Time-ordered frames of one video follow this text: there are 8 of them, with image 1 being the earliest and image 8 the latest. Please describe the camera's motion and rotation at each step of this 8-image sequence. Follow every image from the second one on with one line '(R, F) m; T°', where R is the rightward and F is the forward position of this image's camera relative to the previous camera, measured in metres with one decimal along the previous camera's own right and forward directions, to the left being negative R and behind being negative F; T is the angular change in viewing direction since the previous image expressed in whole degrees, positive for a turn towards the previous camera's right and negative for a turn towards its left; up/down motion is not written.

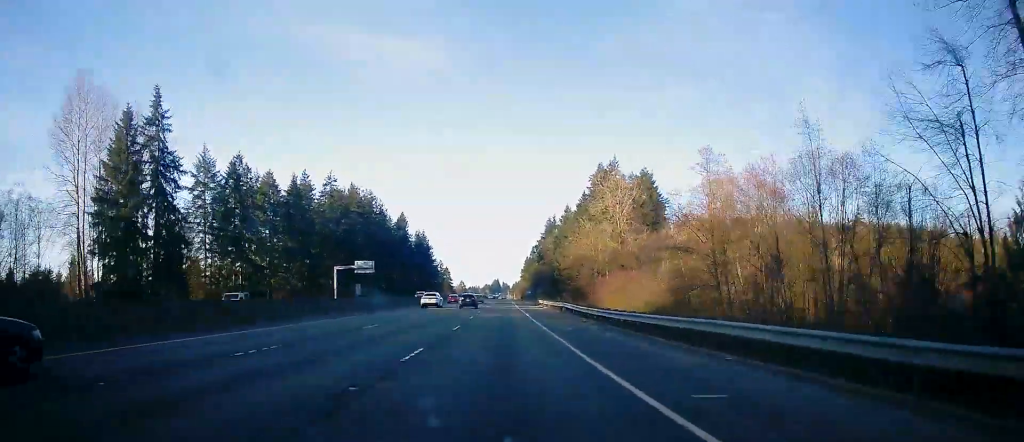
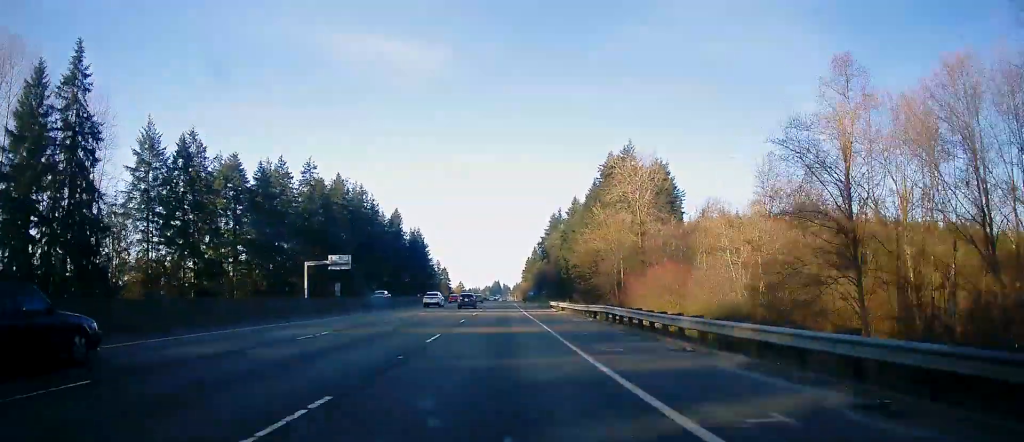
(+0.2, +19.9) m; 0°
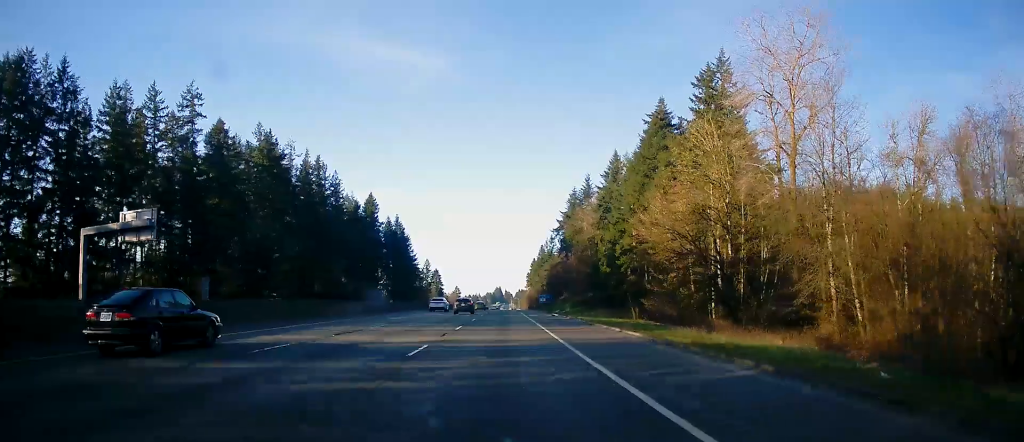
(0.0, +64.2) m; 0°
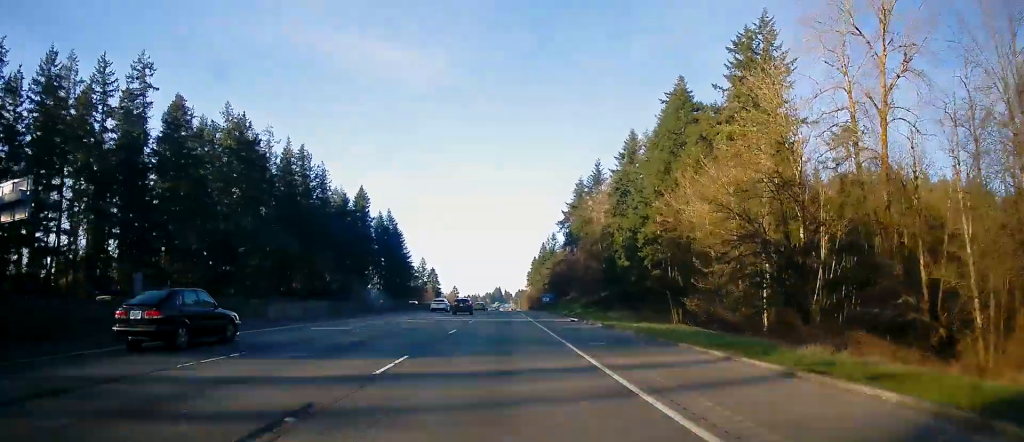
(+0.2, +15.5) m; 0°
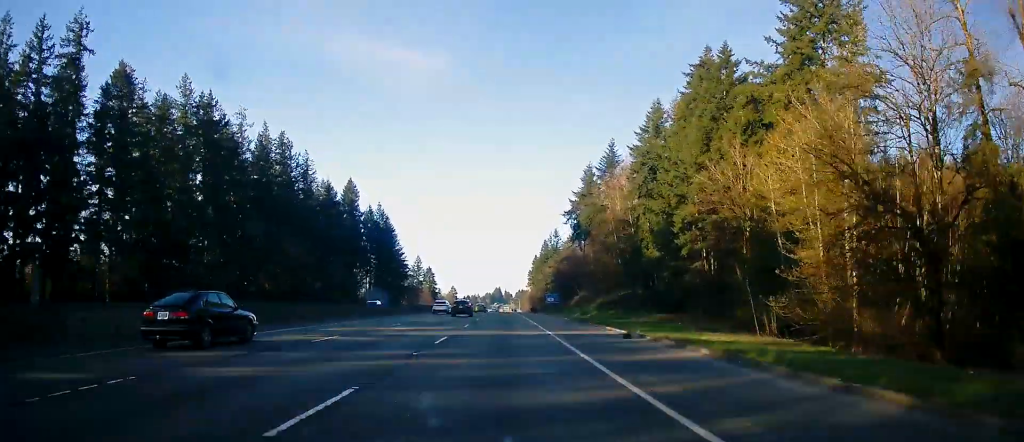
(-0.2, +16.7) m; 0°
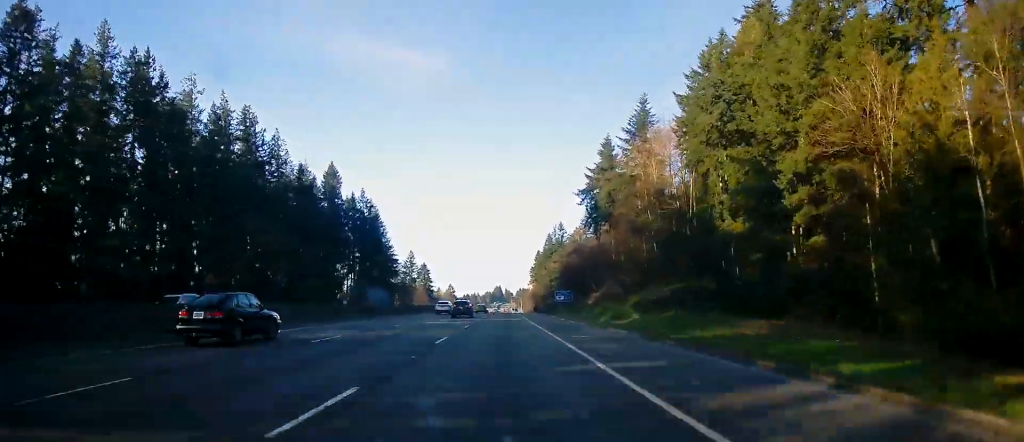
(-0.2, +24.4) m; 0°
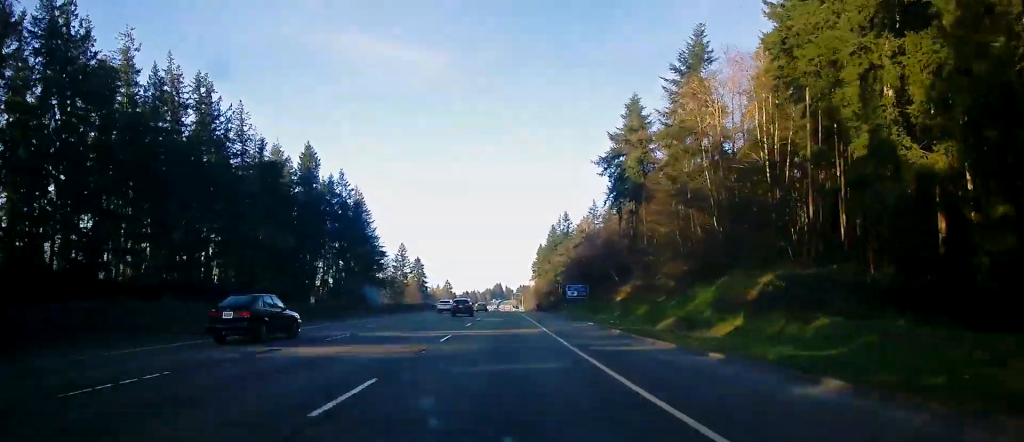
(0.0, +23.3) m; +1°
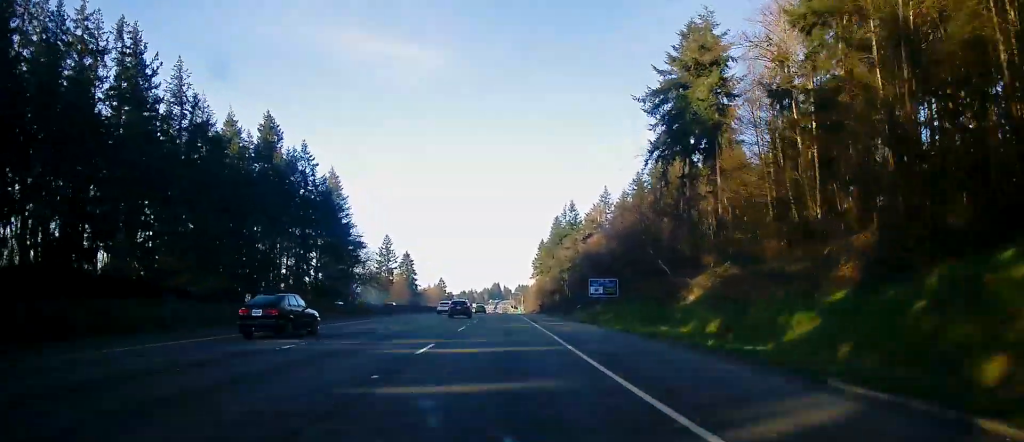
(+0.3, +28.8) m; 0°
